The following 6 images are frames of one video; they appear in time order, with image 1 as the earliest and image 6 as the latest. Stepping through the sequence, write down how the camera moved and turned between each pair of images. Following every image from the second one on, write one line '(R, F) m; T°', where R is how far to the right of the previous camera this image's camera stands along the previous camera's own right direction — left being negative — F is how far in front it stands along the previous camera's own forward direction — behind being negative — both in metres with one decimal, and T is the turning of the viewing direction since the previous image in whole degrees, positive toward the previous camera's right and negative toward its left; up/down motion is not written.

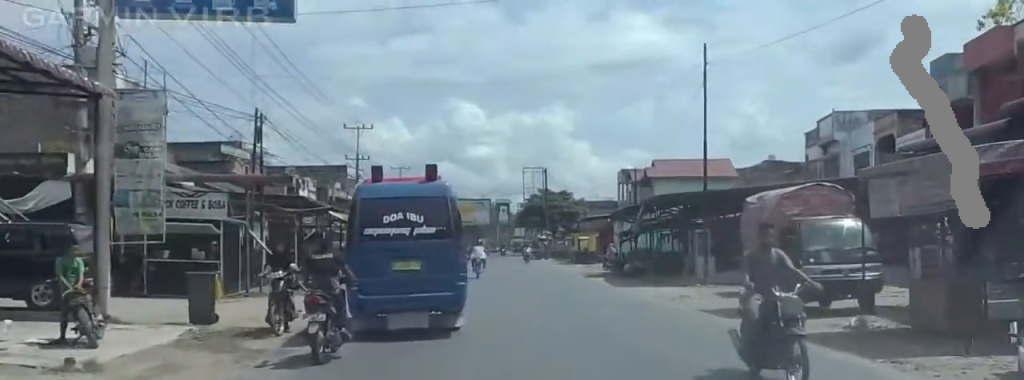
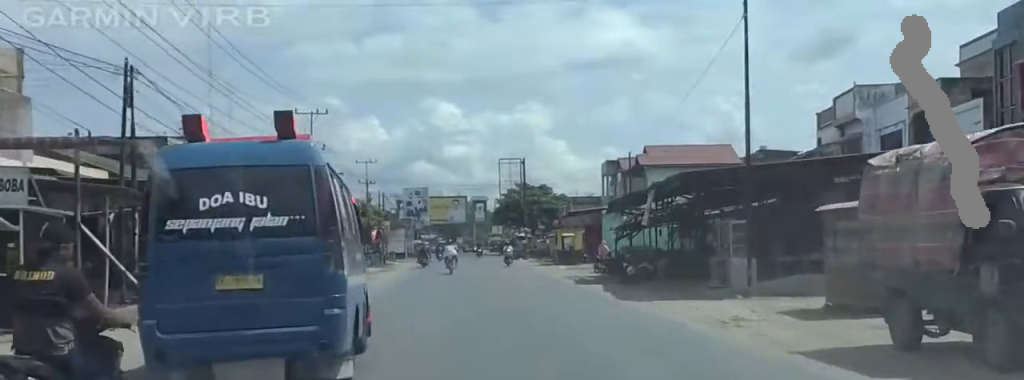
(-0.2, +11.4) m; +6°
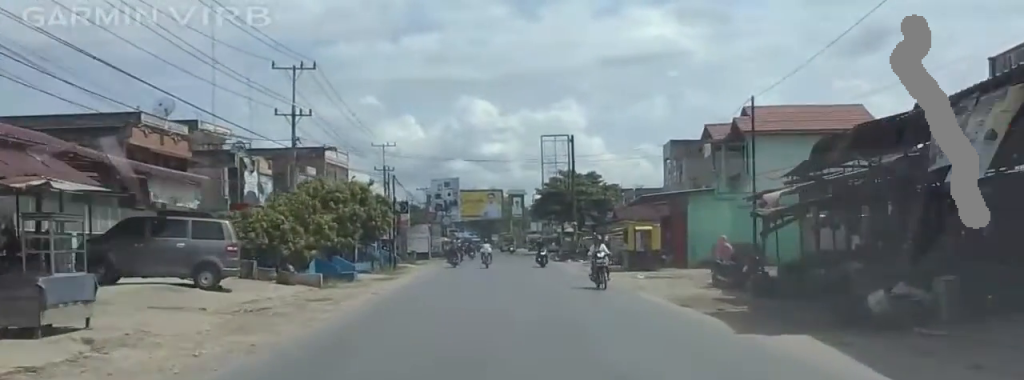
(+1.5, +20.1) m; -2°
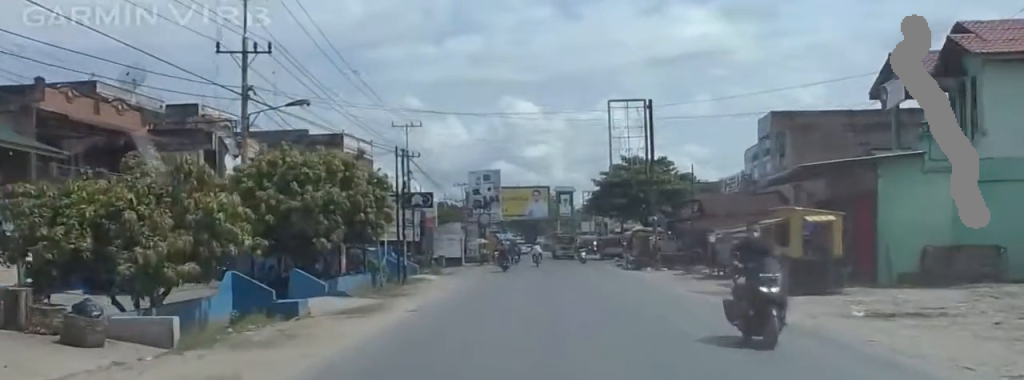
(-0.9, +19.2) m; +1°
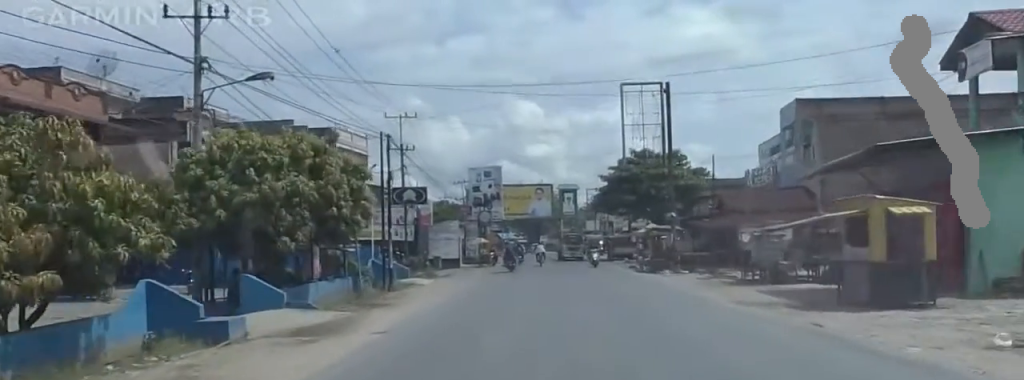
(+0.6, +5.1) m; 0°
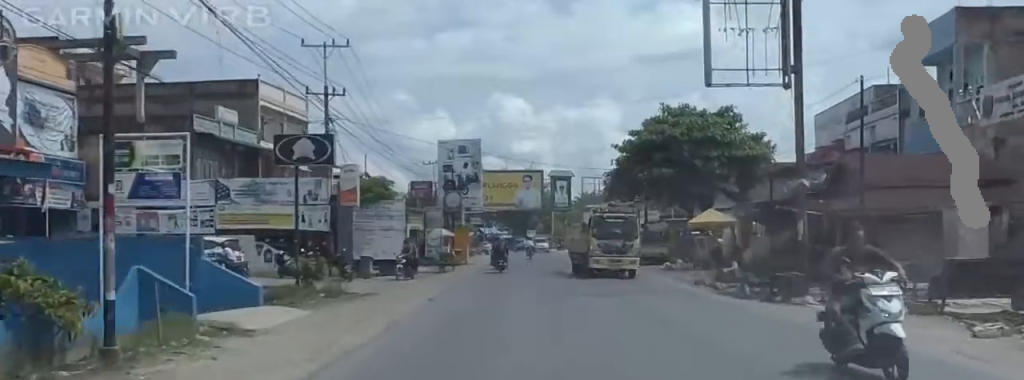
(+0.1, +21.6) m; 0°
